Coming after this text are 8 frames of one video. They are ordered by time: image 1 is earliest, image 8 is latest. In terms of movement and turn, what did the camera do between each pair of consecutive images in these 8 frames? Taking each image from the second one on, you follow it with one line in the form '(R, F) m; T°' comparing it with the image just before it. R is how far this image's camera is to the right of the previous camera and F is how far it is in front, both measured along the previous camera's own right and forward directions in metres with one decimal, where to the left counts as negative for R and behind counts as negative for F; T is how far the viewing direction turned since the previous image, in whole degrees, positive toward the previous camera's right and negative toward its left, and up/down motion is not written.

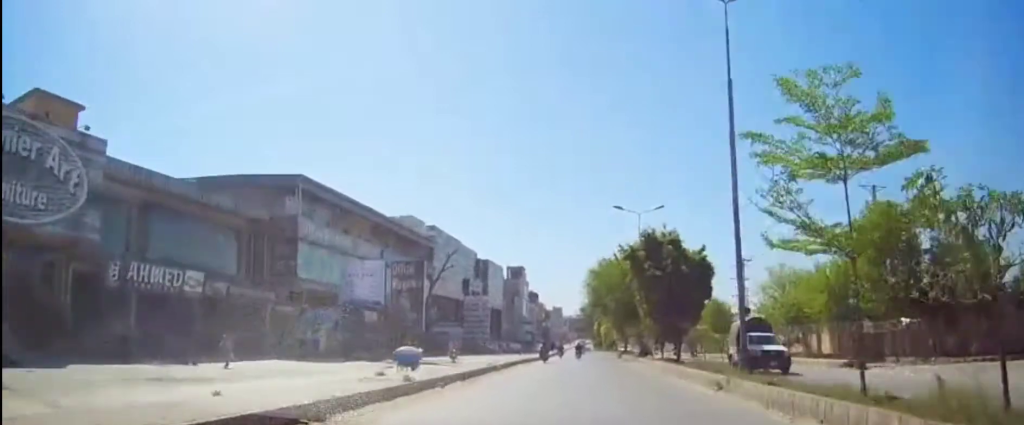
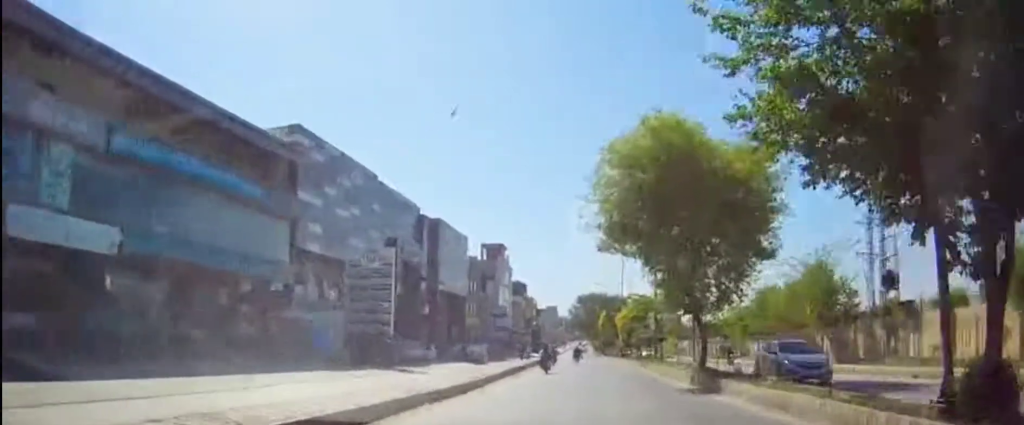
(+0.1, +40.9) m; -1°
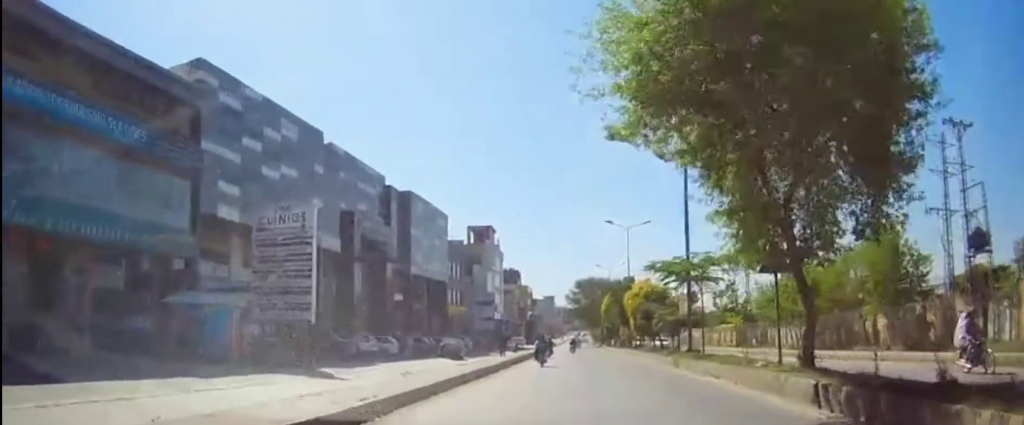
(-0.3, +11.4) m; +1°
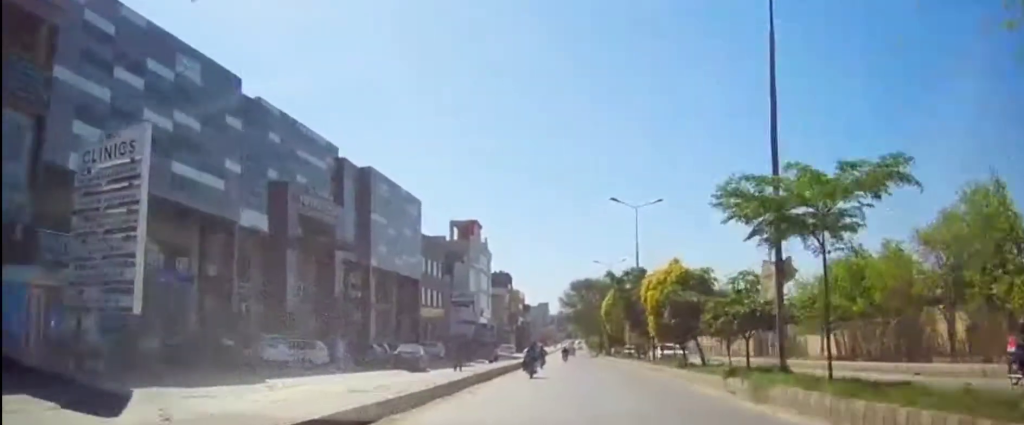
(+0.7, +11.9) m; +1°
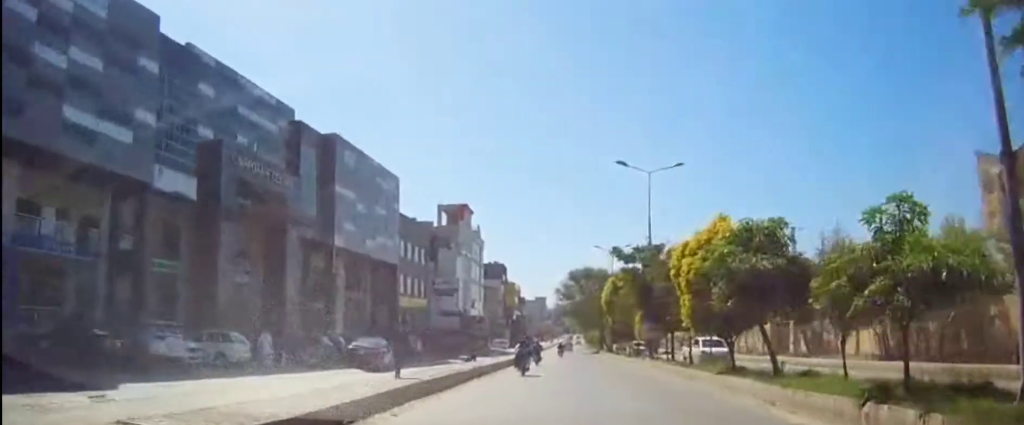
(-0.2, +8.6) m; 0°
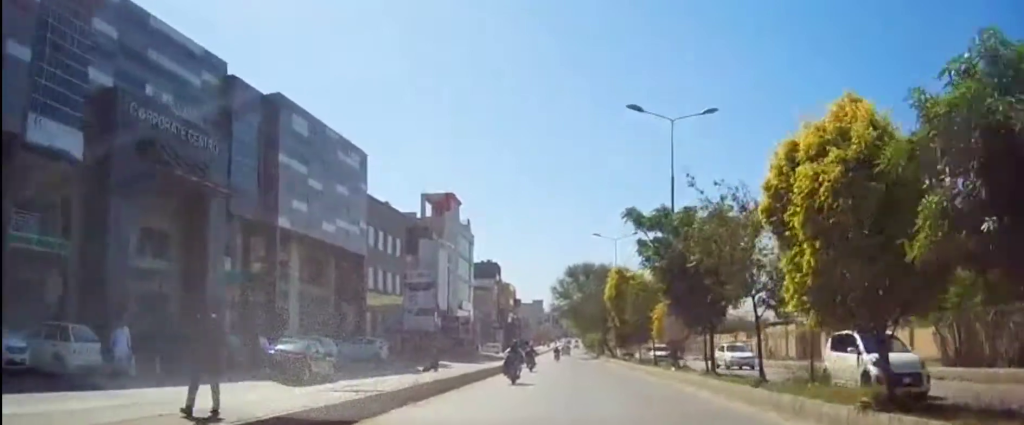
(-0.2, +9.1) m; 0°
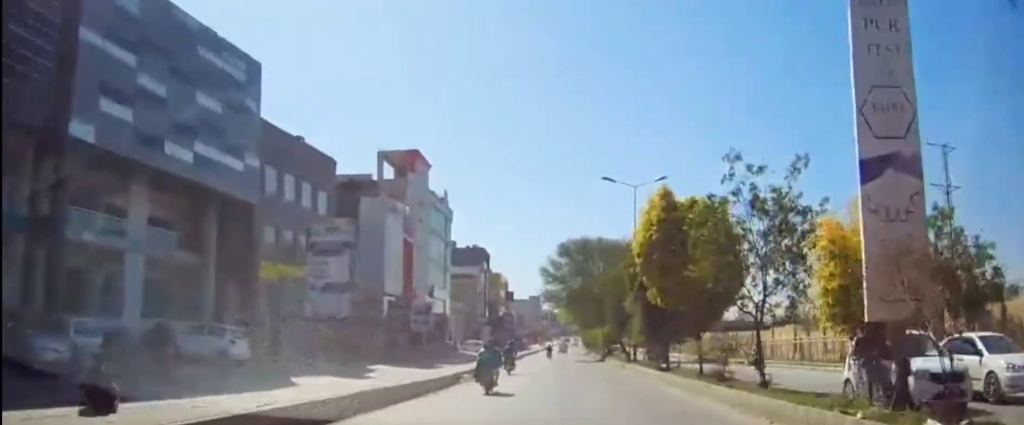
(+0.4, +19.0) m; 0°
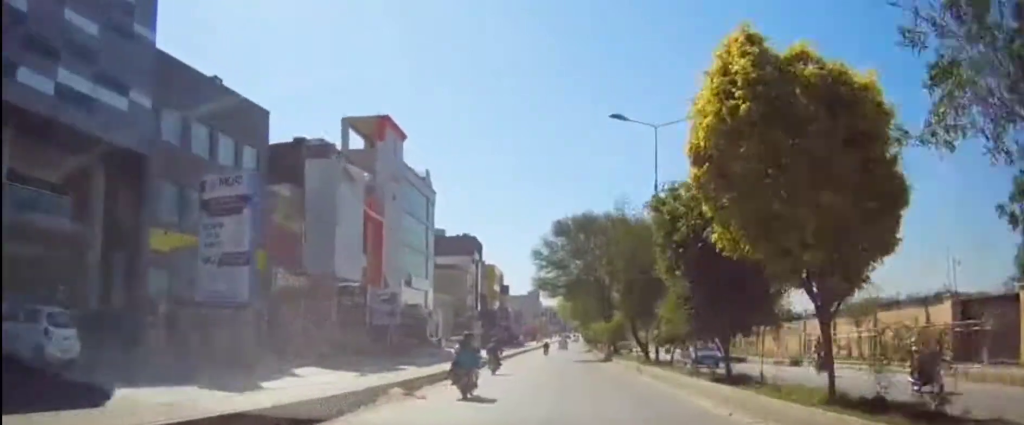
(-0.1, +10.0) m; -1°
